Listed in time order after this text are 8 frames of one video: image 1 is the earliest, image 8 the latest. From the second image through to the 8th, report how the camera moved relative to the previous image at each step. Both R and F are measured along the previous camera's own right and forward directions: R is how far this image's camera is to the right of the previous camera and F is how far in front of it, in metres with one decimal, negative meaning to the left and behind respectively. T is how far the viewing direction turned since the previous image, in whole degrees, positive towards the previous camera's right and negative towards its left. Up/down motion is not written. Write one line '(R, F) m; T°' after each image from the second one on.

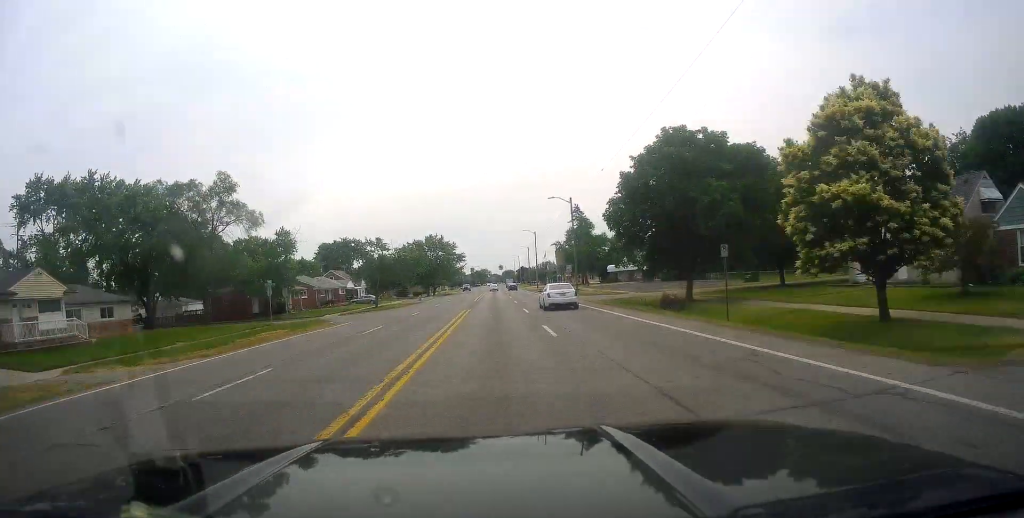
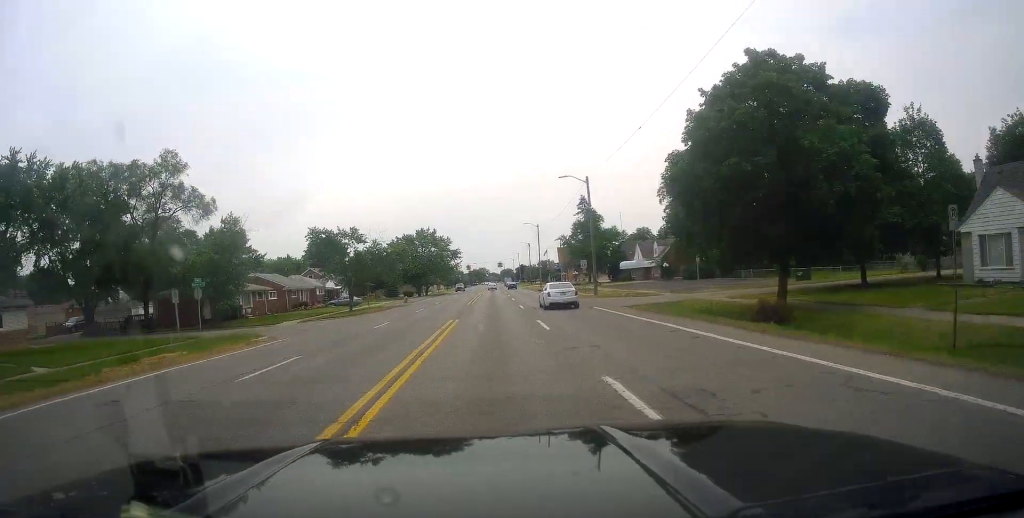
(0.0, +12.3) m; 0°
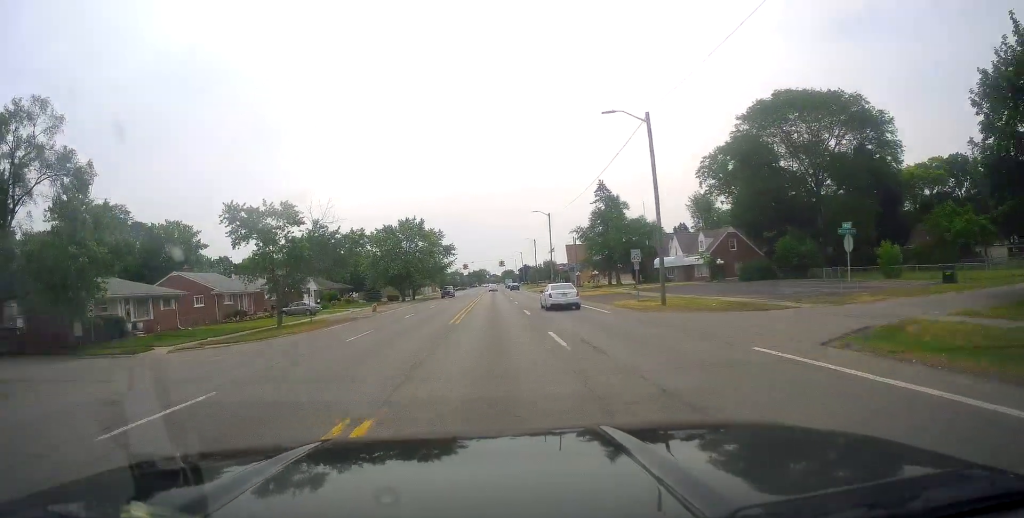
(+0.3, +20.9) m; +1°
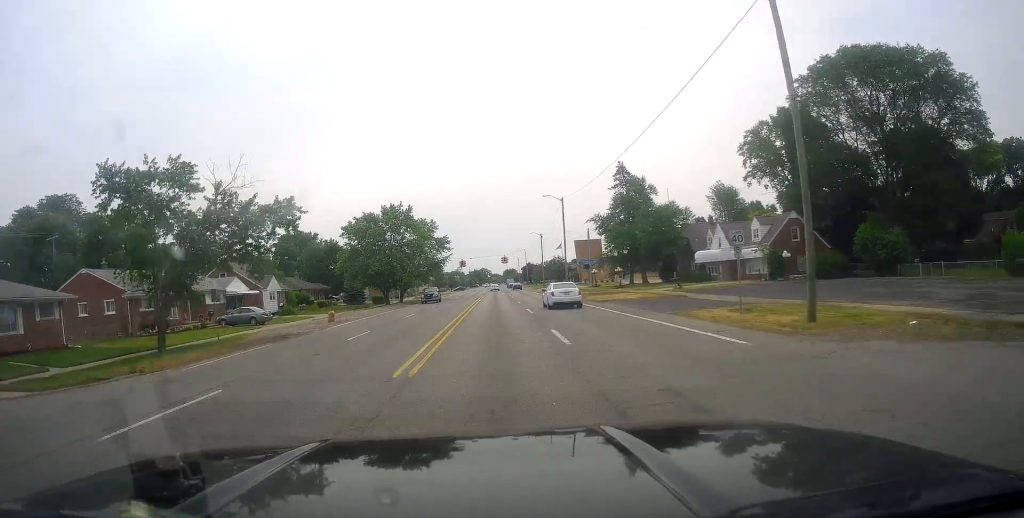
(0.0, +15.4) m; -1°
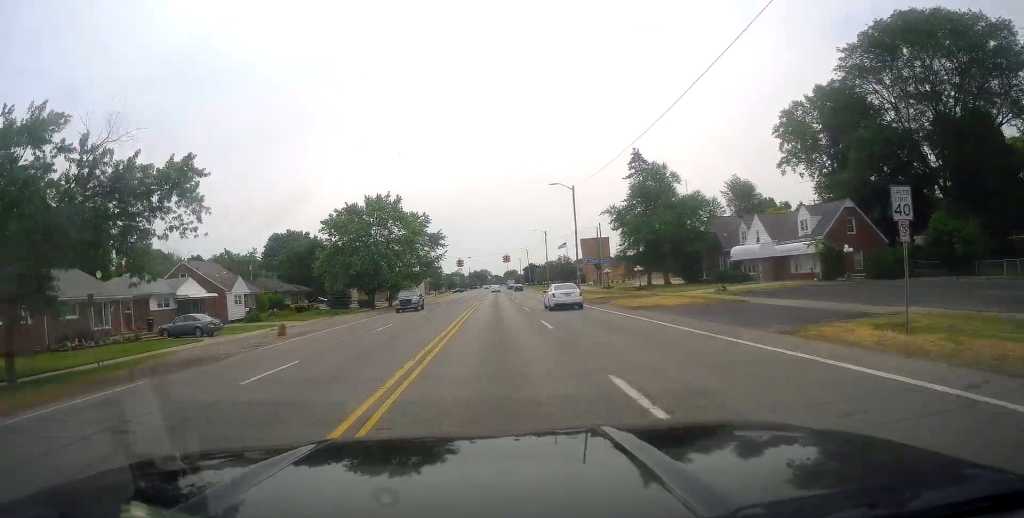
(+0.1, +9.7) m; -1°
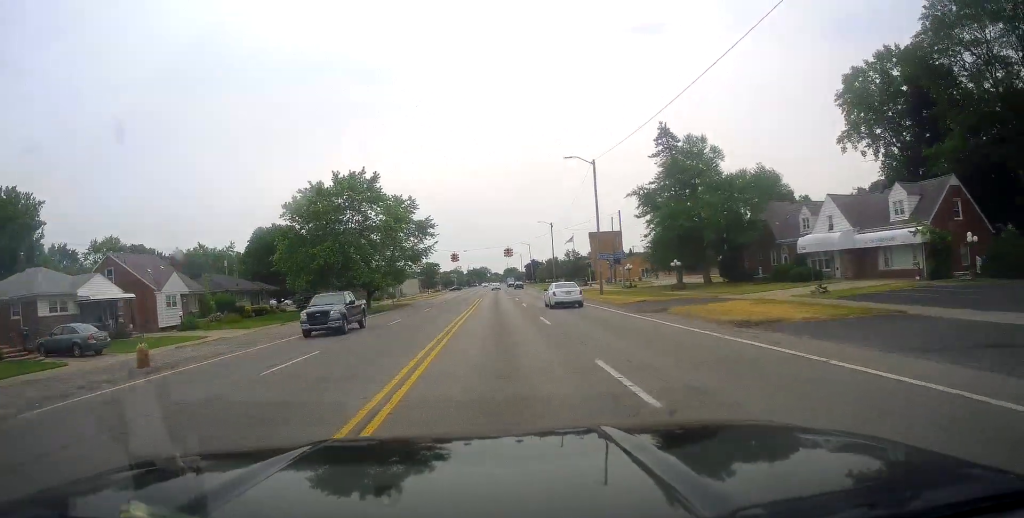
(-0.3, +13.0) m; +1°
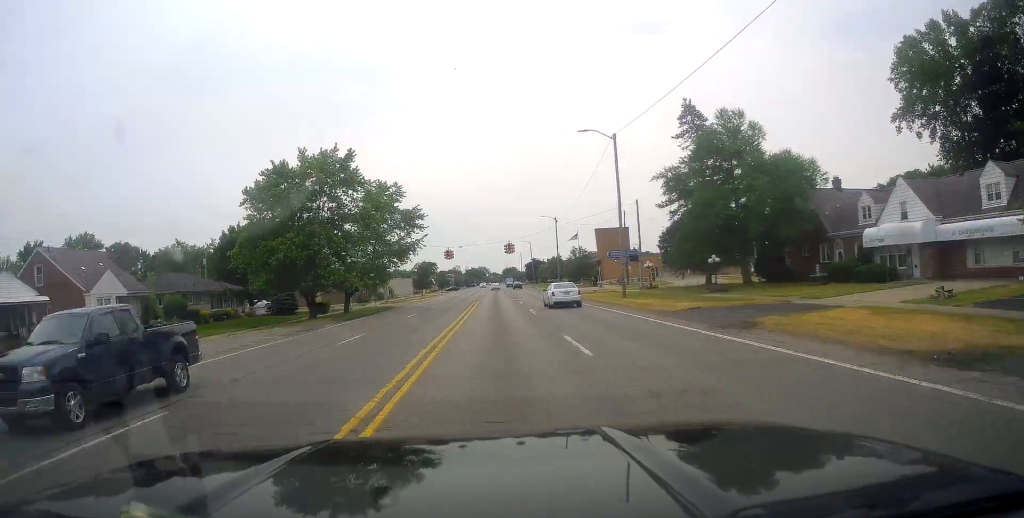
(-0.2, +9.4) m; +1°
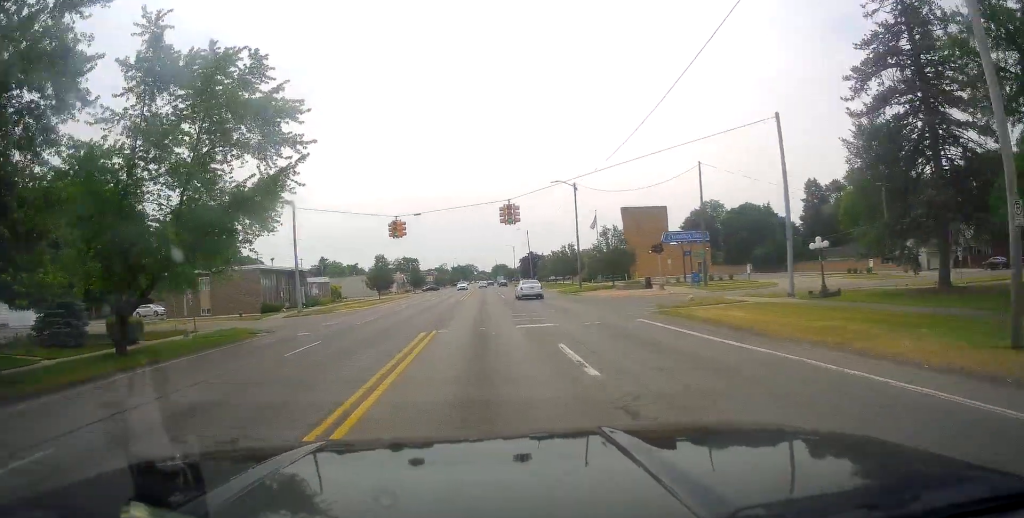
(+1.1, +37.1) m; +1°
